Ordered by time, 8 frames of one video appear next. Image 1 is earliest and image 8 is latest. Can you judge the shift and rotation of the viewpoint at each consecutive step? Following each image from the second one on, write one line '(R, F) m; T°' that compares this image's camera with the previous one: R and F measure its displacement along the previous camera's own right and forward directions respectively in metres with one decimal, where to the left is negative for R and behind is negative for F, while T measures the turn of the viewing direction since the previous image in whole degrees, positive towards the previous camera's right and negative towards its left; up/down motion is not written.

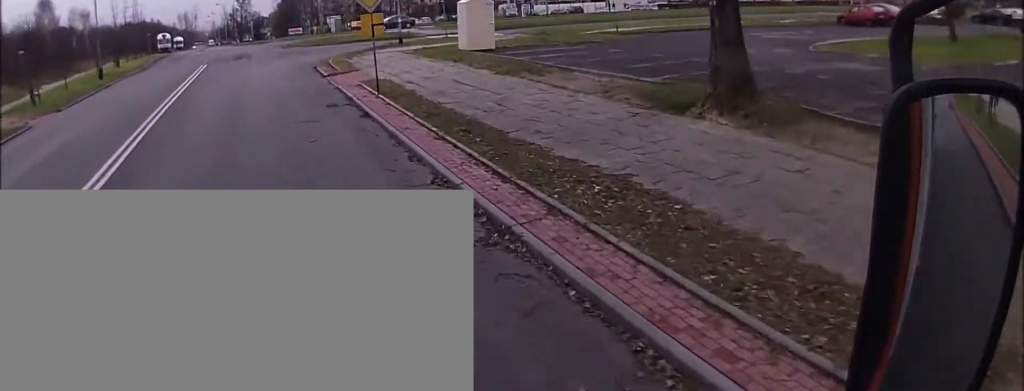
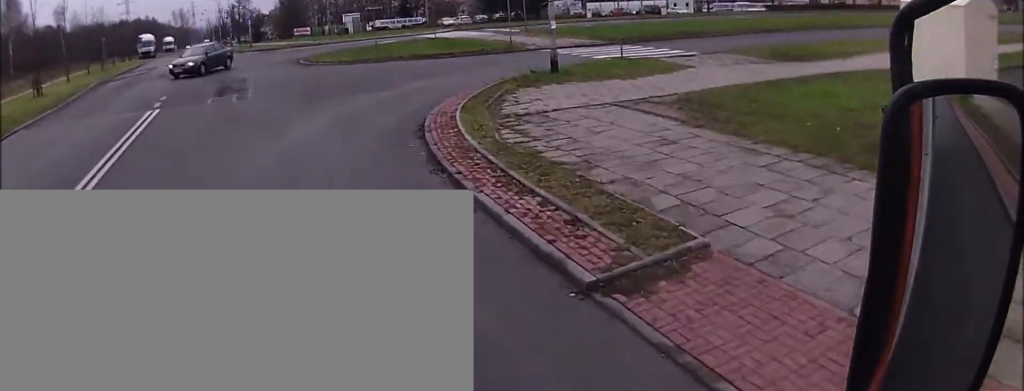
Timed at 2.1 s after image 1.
(0.0, +21.2) m; -2°
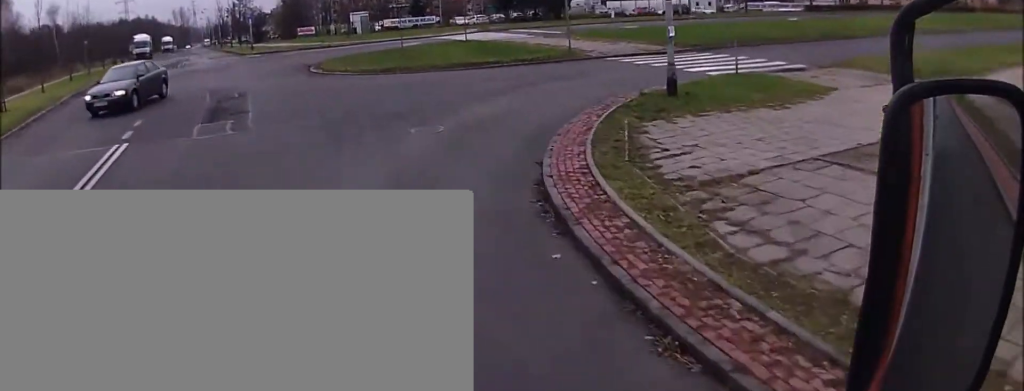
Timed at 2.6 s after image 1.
(-0.1, +5.8) m; -1°
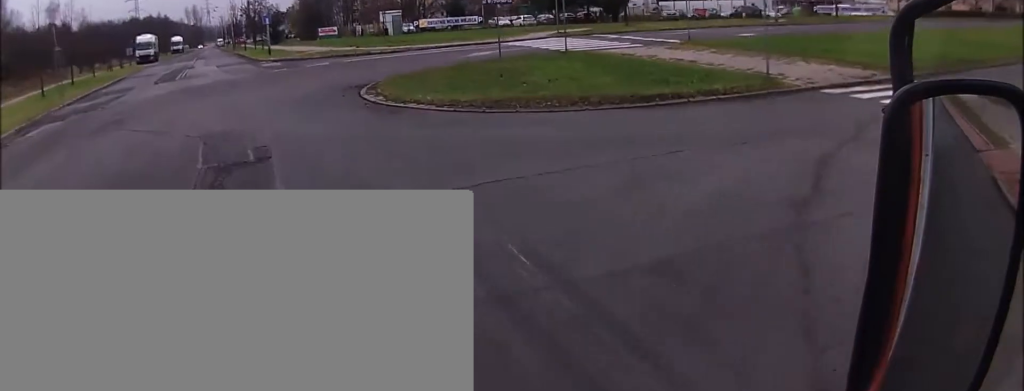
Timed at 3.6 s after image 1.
(0.0, +9.7) m; 0°
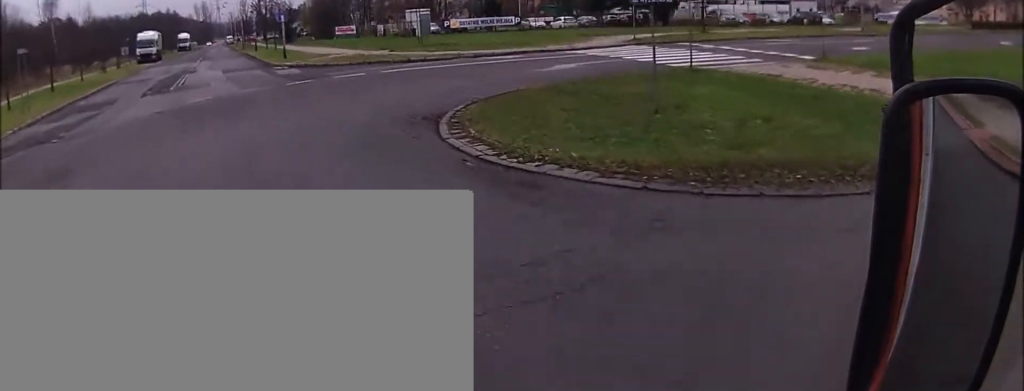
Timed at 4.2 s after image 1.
(0.0, +7.2) m; -1°
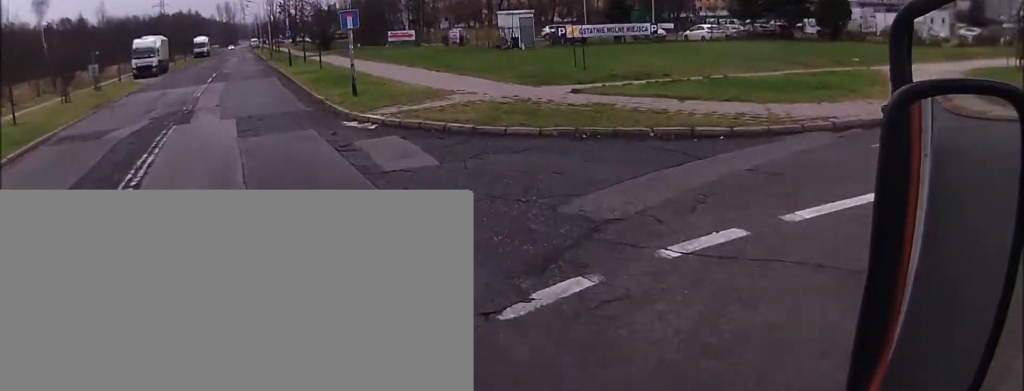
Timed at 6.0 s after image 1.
(-0.3, +19.3) m; -2°
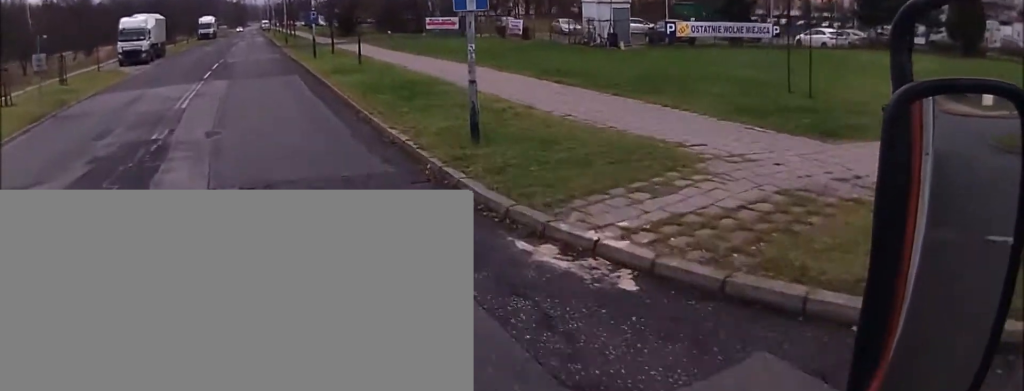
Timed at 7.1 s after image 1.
(-0.2, +11.5) m; -2°
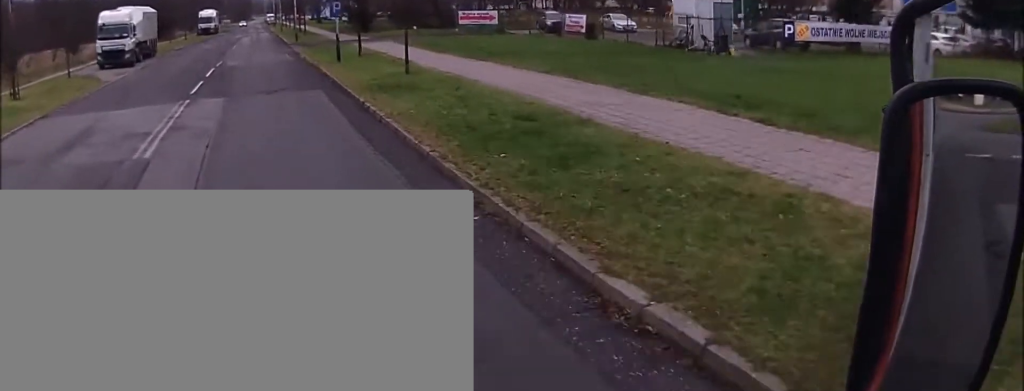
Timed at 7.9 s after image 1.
(-0.1, +8.7) m; -1°
